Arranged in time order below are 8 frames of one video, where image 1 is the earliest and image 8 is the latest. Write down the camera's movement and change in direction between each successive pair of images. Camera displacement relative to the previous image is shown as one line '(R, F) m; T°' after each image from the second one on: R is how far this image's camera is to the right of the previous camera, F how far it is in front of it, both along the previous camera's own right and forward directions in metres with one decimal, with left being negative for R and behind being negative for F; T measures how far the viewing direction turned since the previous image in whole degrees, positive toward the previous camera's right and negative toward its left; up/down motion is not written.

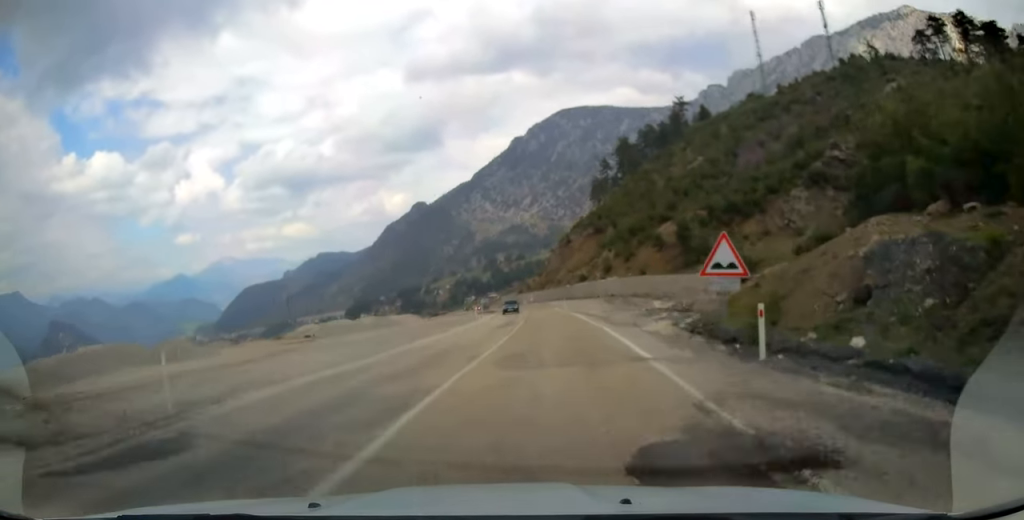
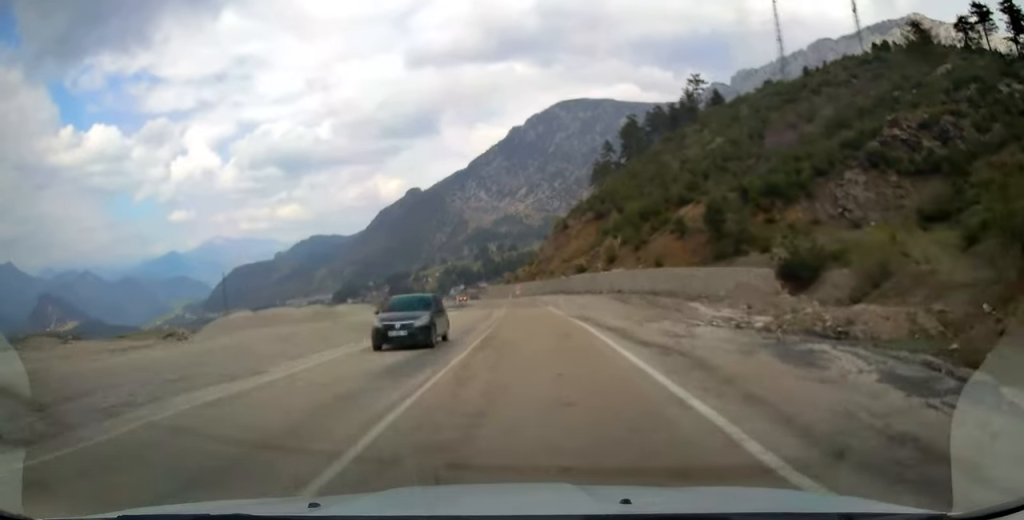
(+0.1, +20.8) m; -1°
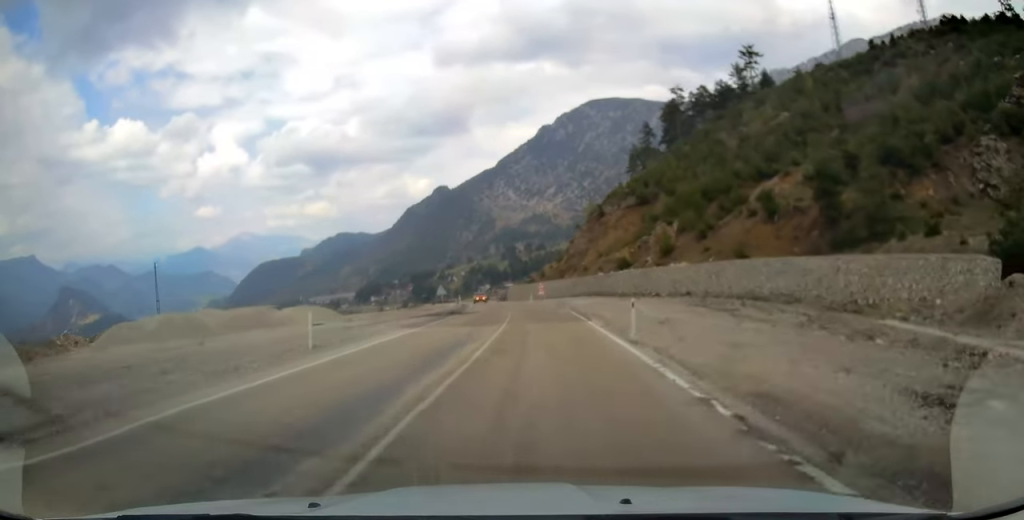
(-0.5, +24.2) m; -2°
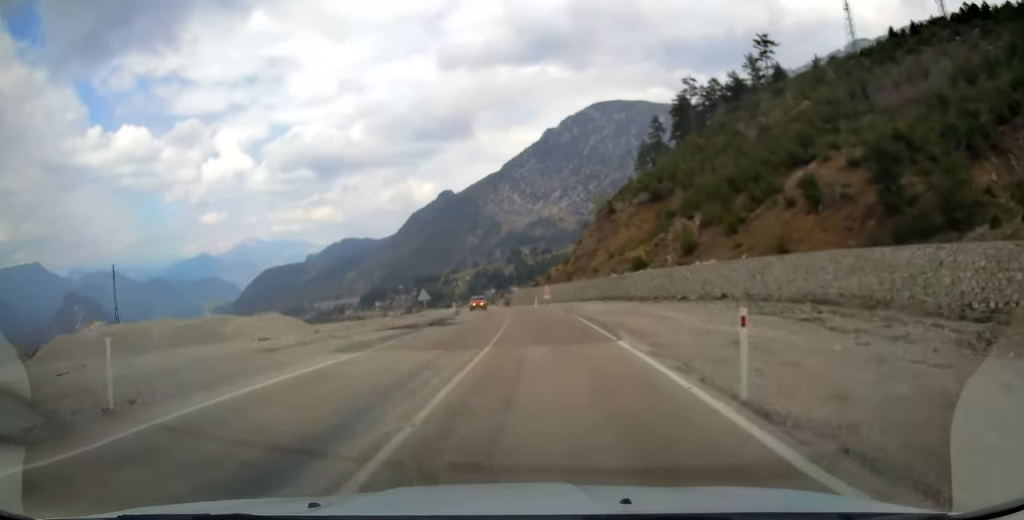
(0.0, +9.0) m; -1°
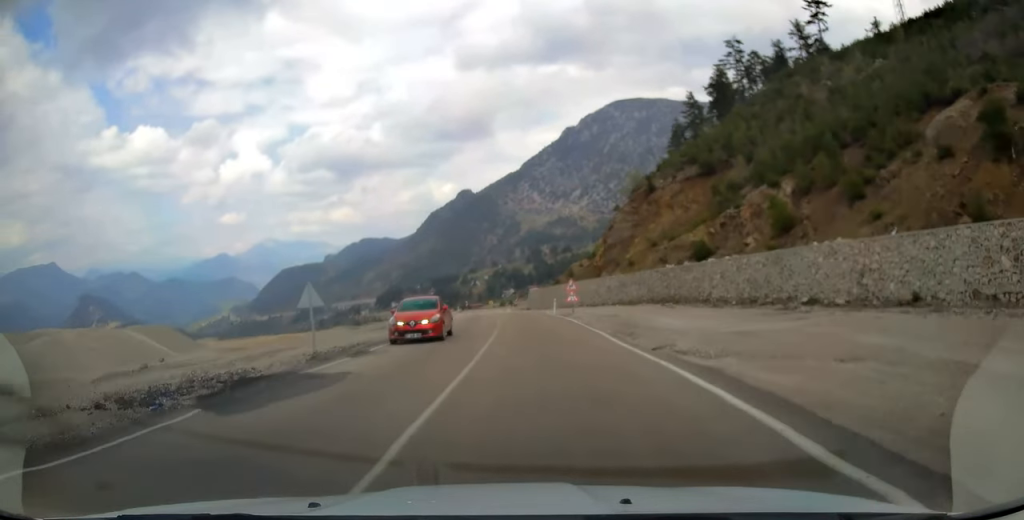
(-0.3, +21.9) m; -2°
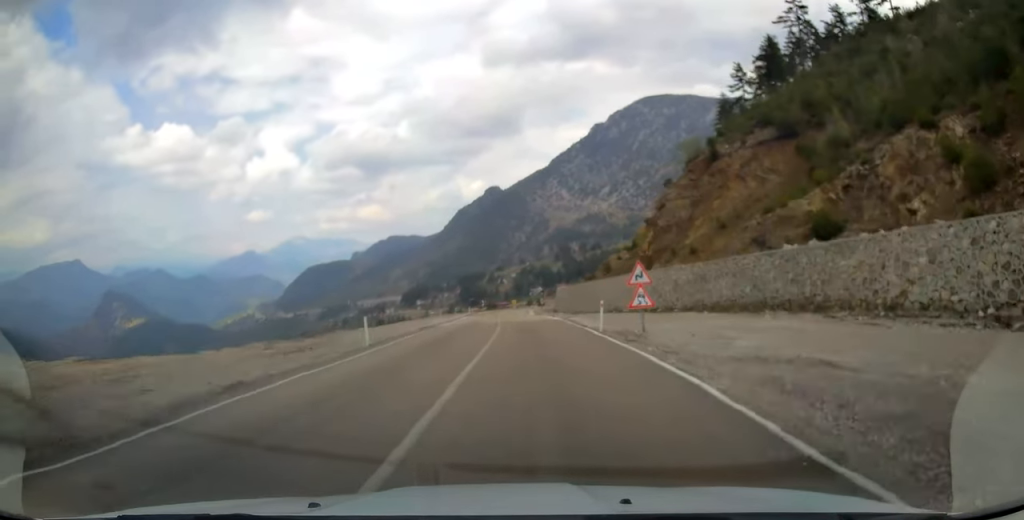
(-0.4, +19.4) m; -2°
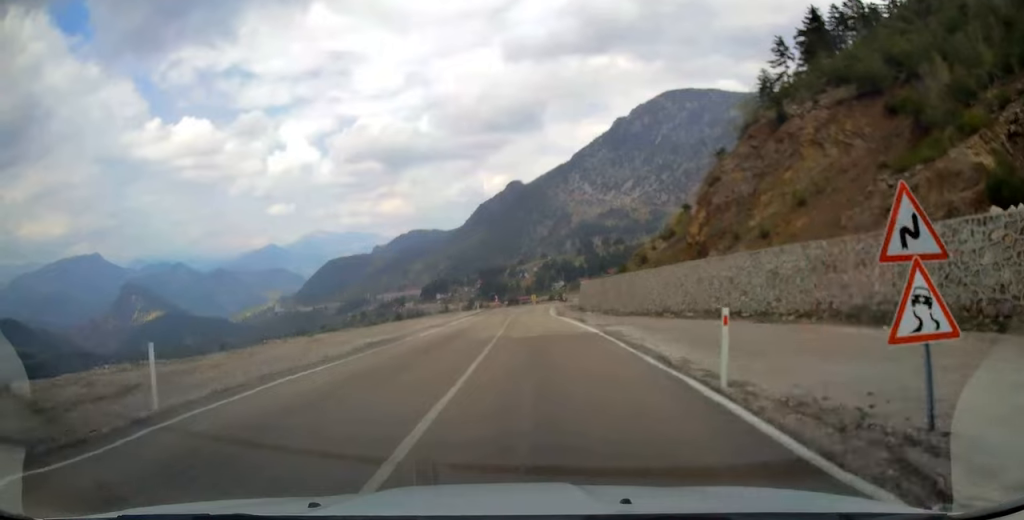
(-0.3, +13.7) m; -2°
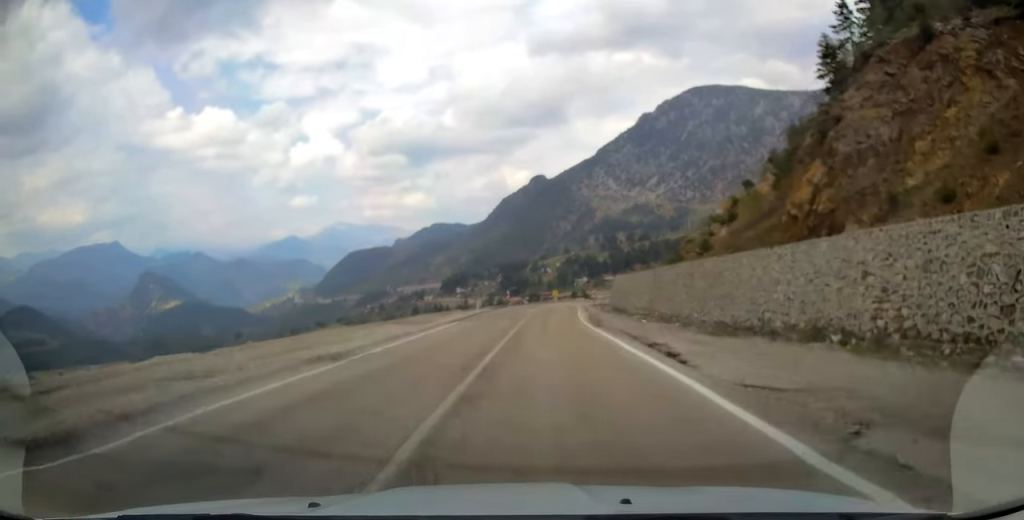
(-0.4, +19.1) m; -2°
